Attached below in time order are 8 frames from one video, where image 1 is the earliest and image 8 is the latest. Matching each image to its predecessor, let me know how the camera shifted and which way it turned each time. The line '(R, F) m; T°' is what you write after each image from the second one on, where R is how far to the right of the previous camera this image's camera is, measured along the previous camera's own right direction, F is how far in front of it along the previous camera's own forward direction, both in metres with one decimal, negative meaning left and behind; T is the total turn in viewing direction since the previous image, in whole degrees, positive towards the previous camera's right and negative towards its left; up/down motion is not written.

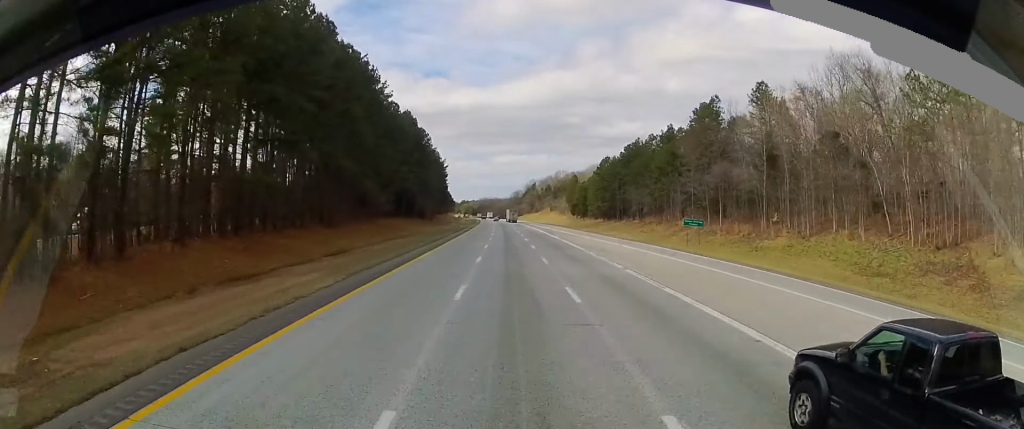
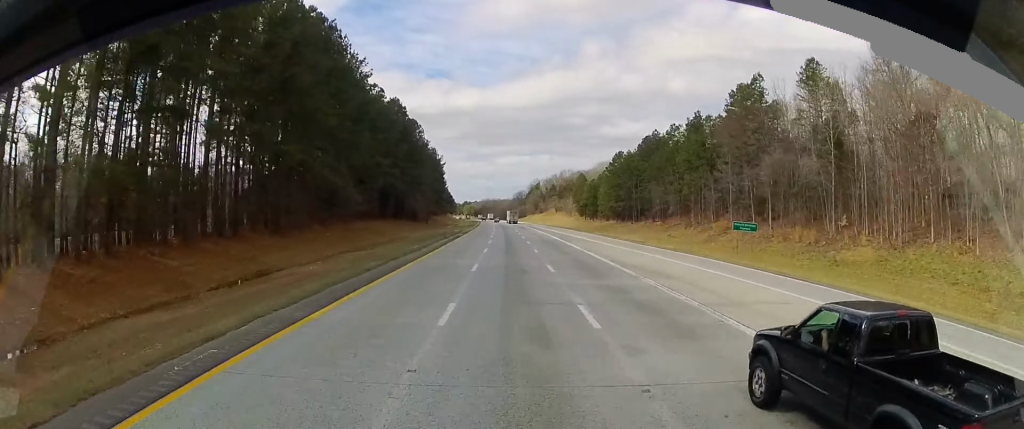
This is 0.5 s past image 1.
(0.0, +15.6) m; 0°
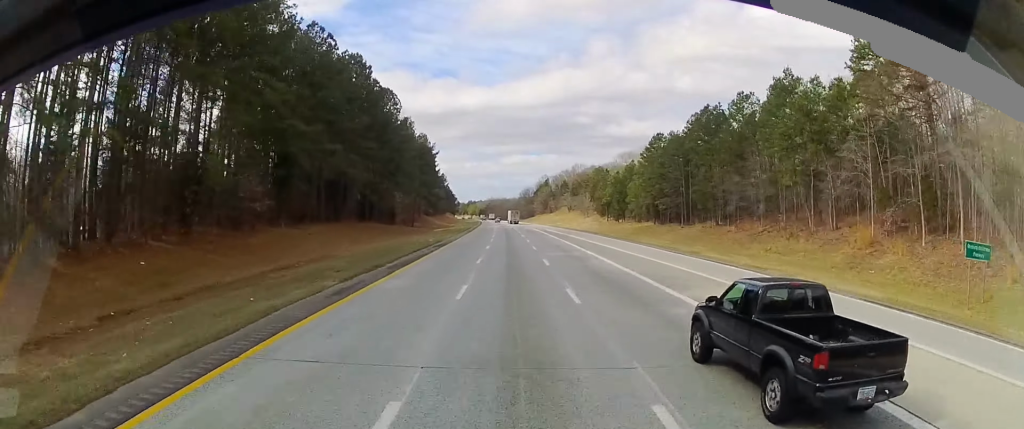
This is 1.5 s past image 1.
(0.0, +32.3) m; 0°
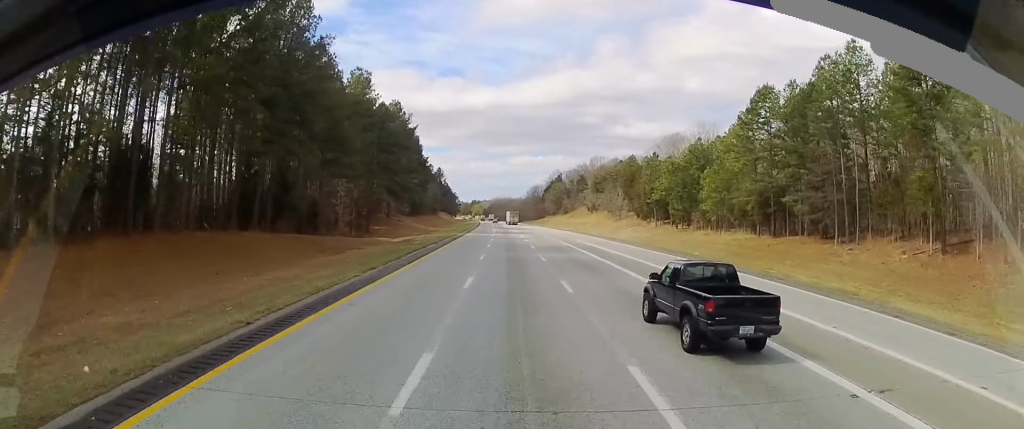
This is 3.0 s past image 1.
(0.0, +45.9) m; -1°
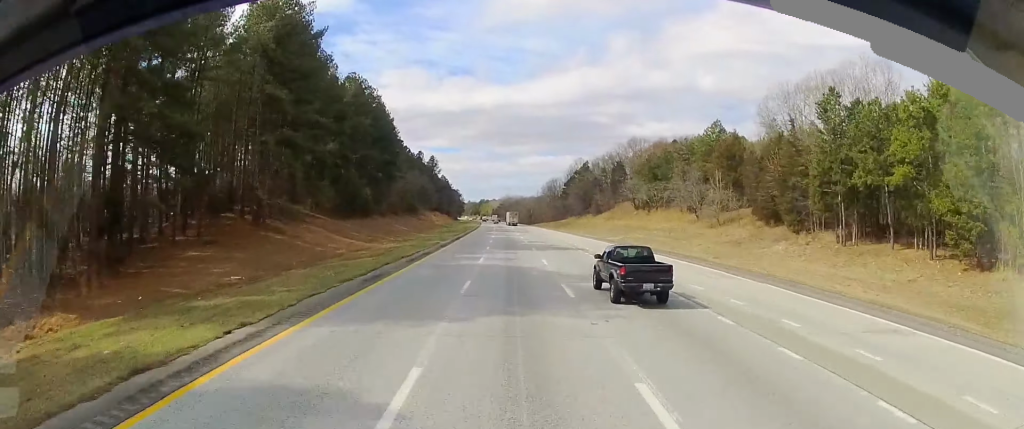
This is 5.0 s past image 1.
(-1.7, +61.4) m; -2°
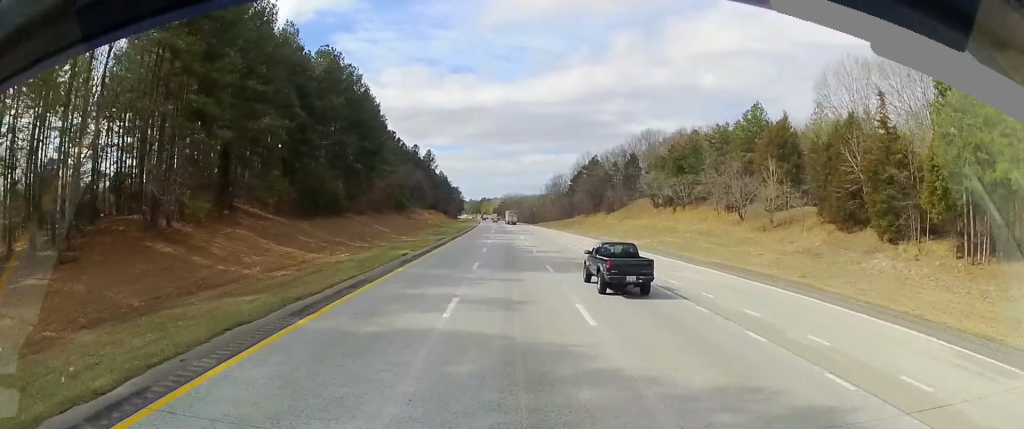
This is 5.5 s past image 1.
(-0.1, +16.7) m; 0°
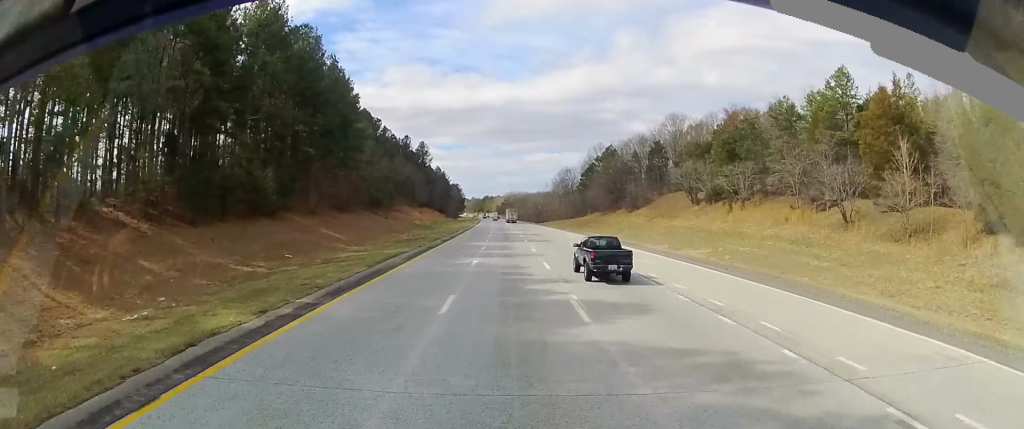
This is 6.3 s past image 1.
(0.0, +24.0) m; -1°
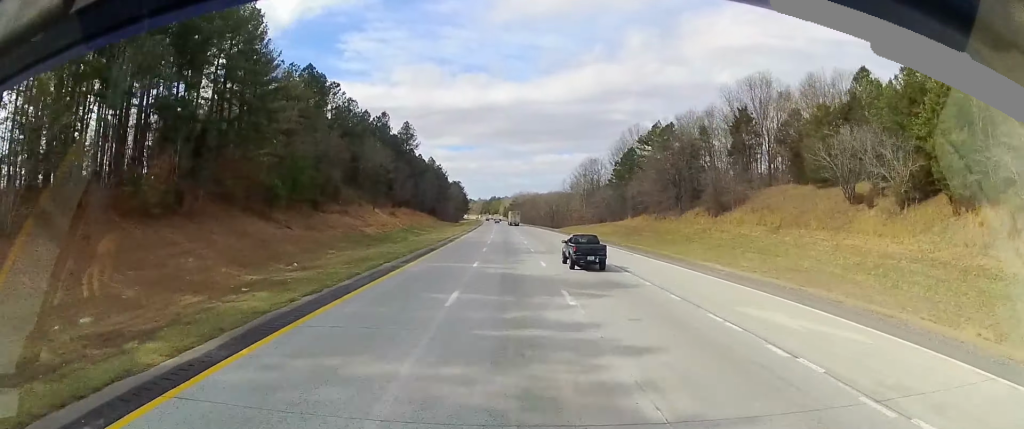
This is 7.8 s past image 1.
(-1.0, +46.9) m; -1°
